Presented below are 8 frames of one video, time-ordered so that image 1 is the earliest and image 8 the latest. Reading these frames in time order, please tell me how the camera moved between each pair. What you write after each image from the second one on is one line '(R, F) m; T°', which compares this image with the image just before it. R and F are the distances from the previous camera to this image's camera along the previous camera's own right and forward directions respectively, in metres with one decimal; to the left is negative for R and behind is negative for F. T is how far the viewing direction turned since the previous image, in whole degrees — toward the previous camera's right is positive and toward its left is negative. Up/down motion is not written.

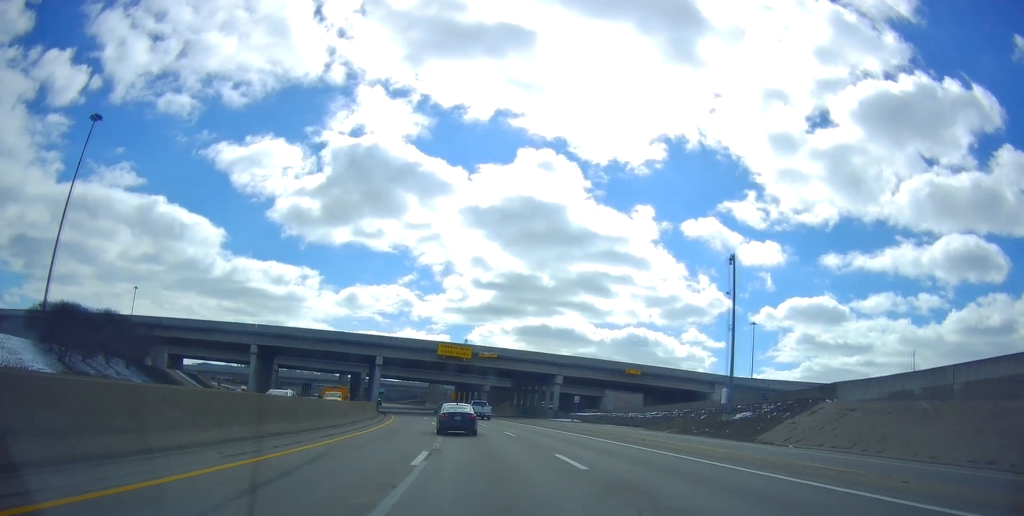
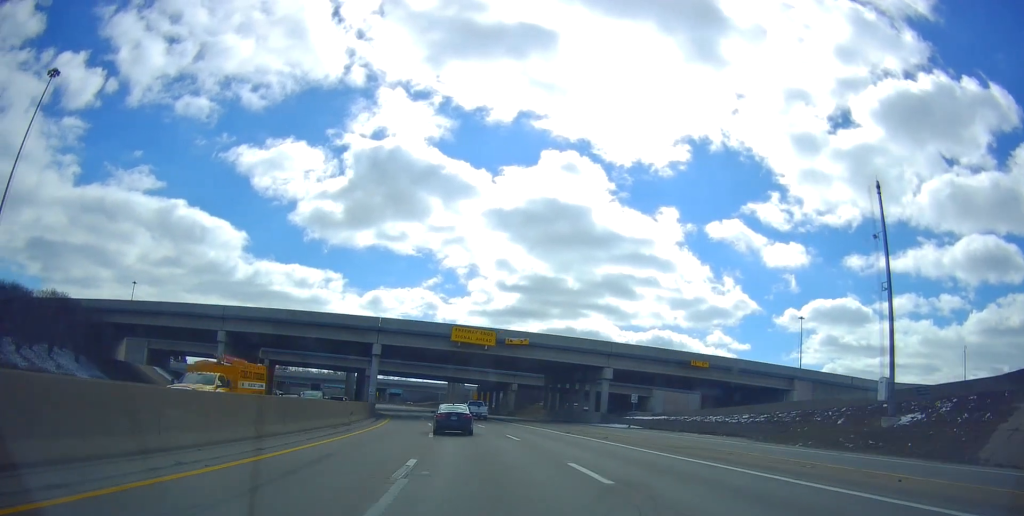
(-0.6, +17.6) m; -3°
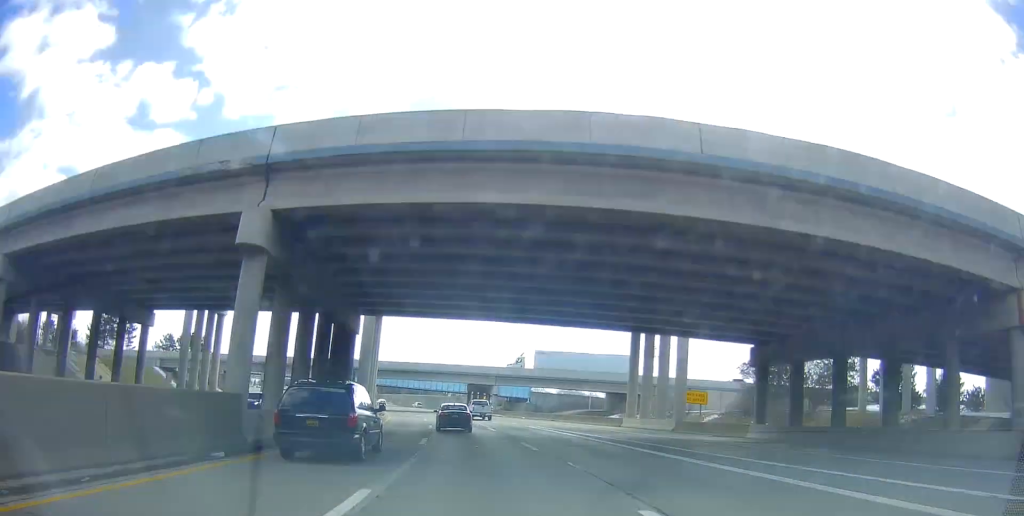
(-5.5, +82.2) m; -9°
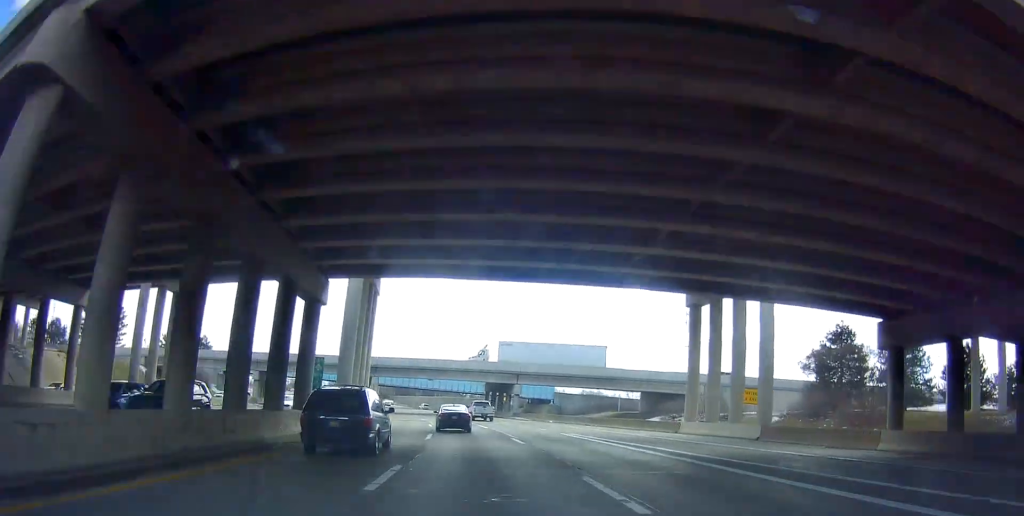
(-0.1, +11.3) m; -2°
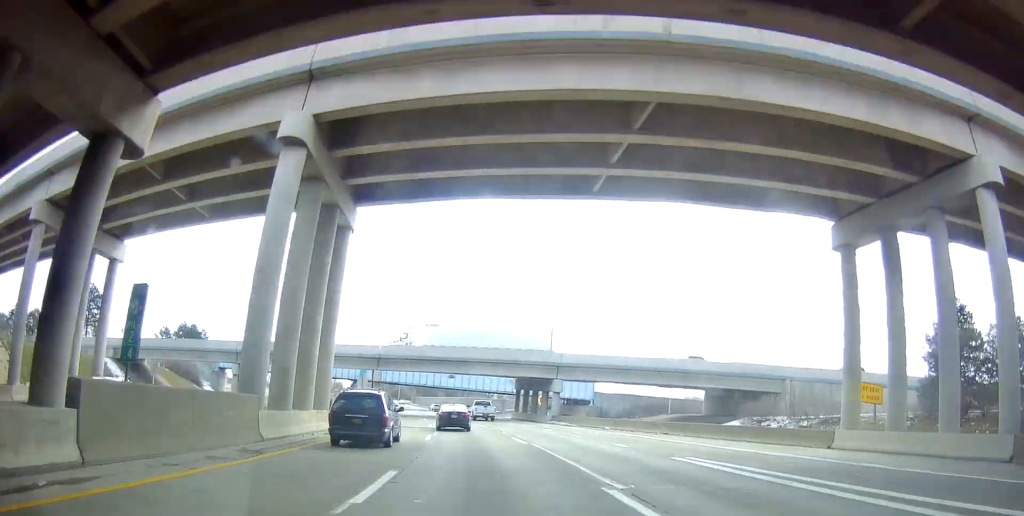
(-0.6, +17.2) m; -3°
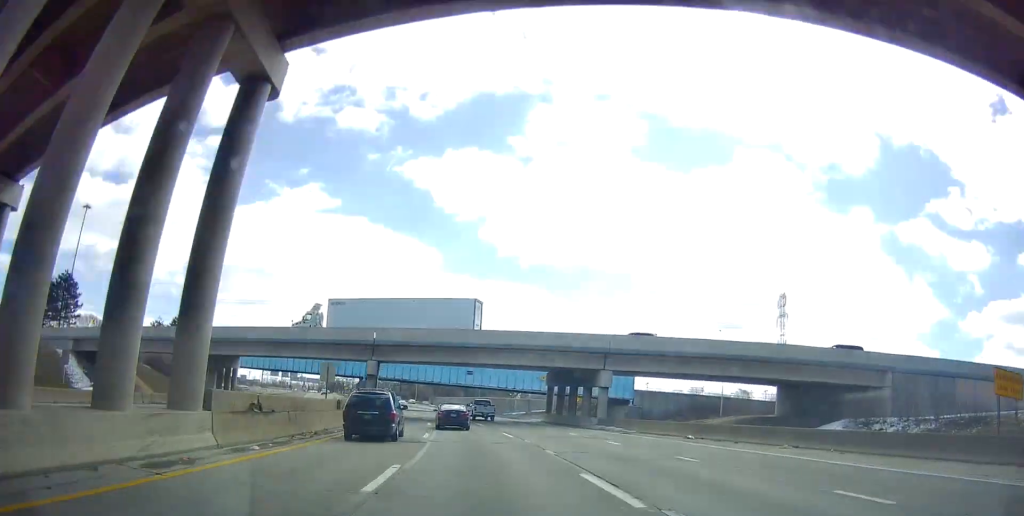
(-0.4, +14.6) m; -3°
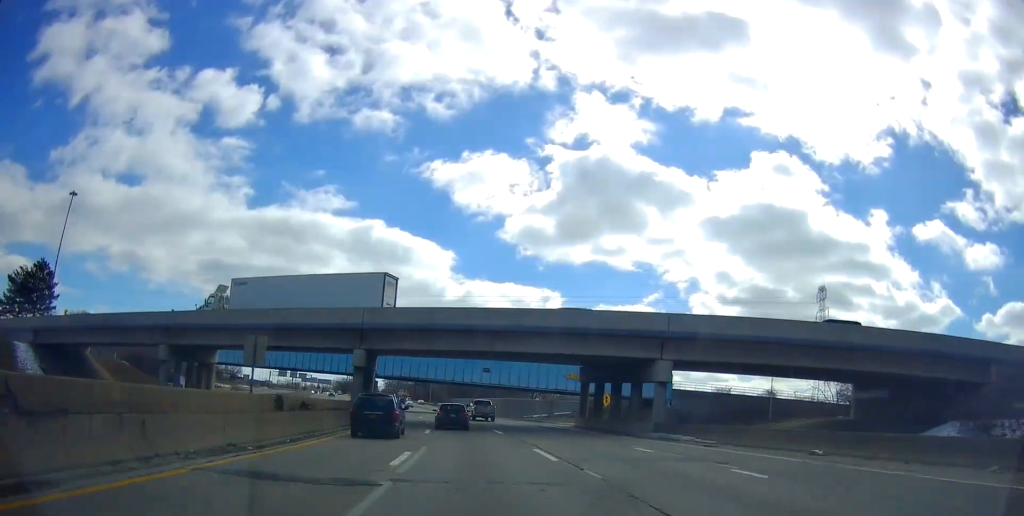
(+0.1, +11.4) m; -2°
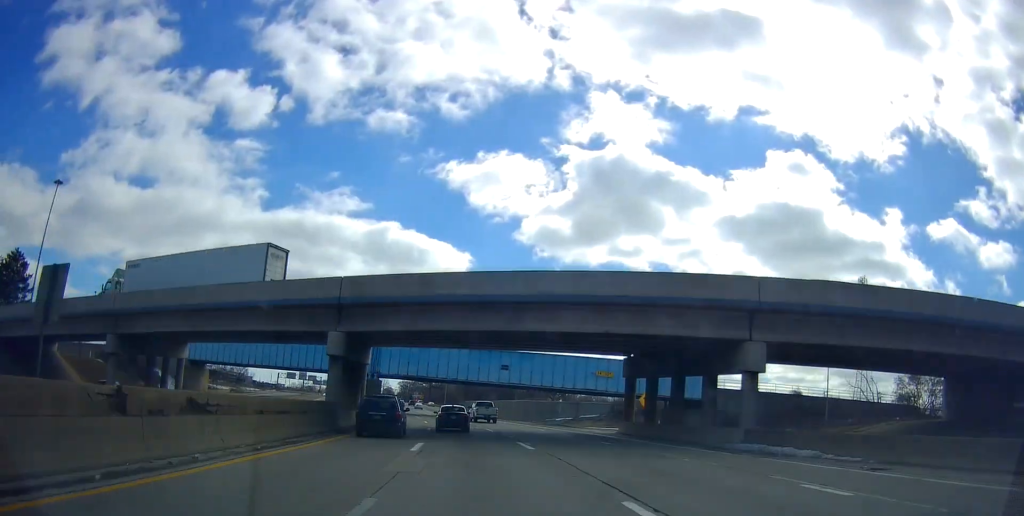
(-0.5, +10.5) m; -2°
